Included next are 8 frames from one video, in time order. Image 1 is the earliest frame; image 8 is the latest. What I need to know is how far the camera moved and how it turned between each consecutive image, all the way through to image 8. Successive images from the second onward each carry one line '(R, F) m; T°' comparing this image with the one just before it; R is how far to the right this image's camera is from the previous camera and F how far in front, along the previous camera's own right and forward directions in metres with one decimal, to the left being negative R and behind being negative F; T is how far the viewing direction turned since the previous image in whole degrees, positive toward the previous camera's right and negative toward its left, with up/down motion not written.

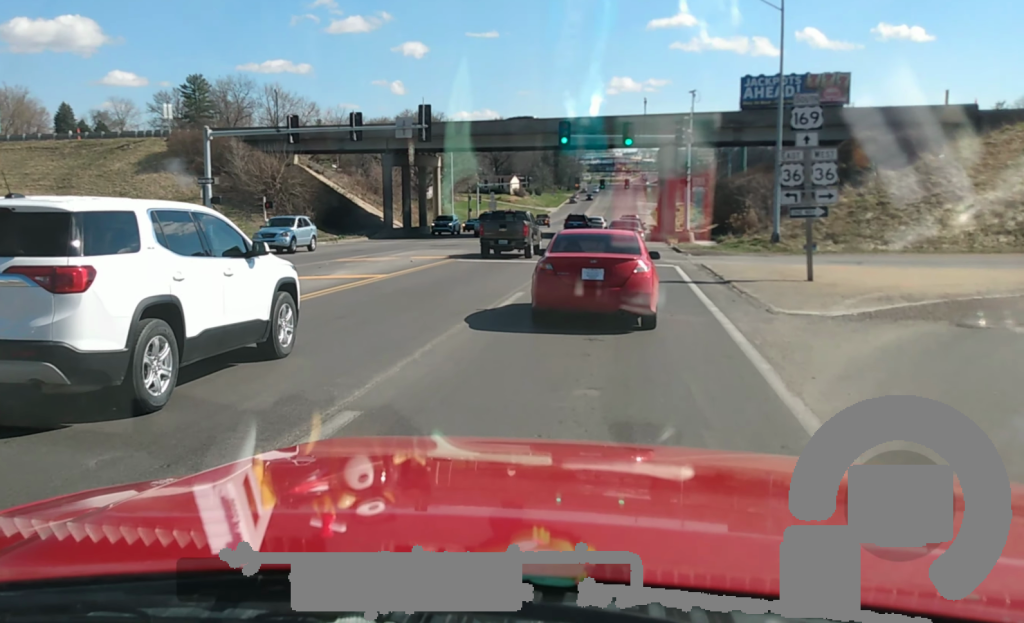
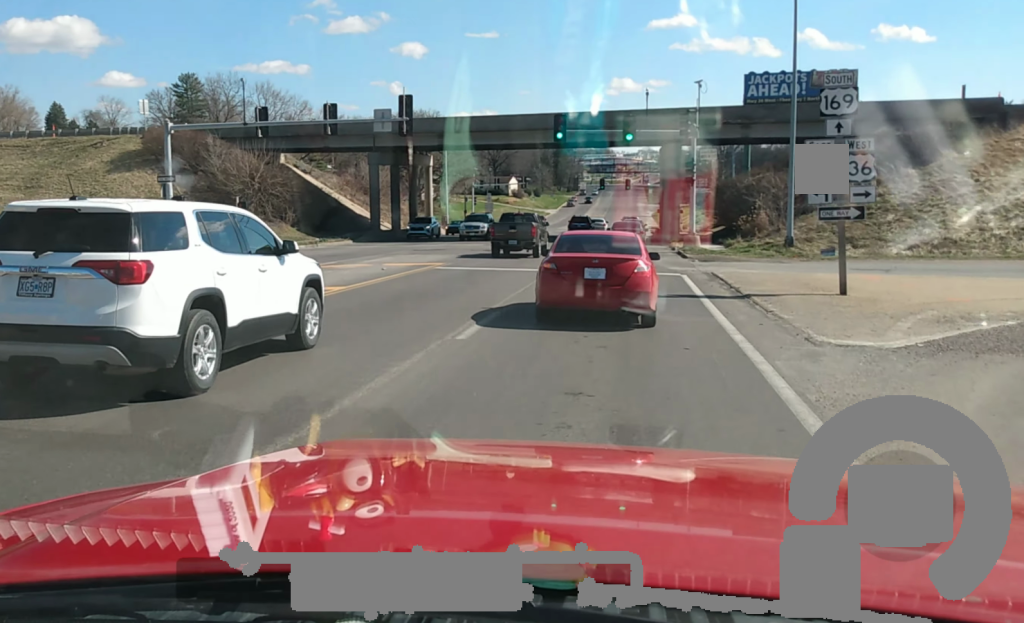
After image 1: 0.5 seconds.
(0.0, +3.4) m; 0°
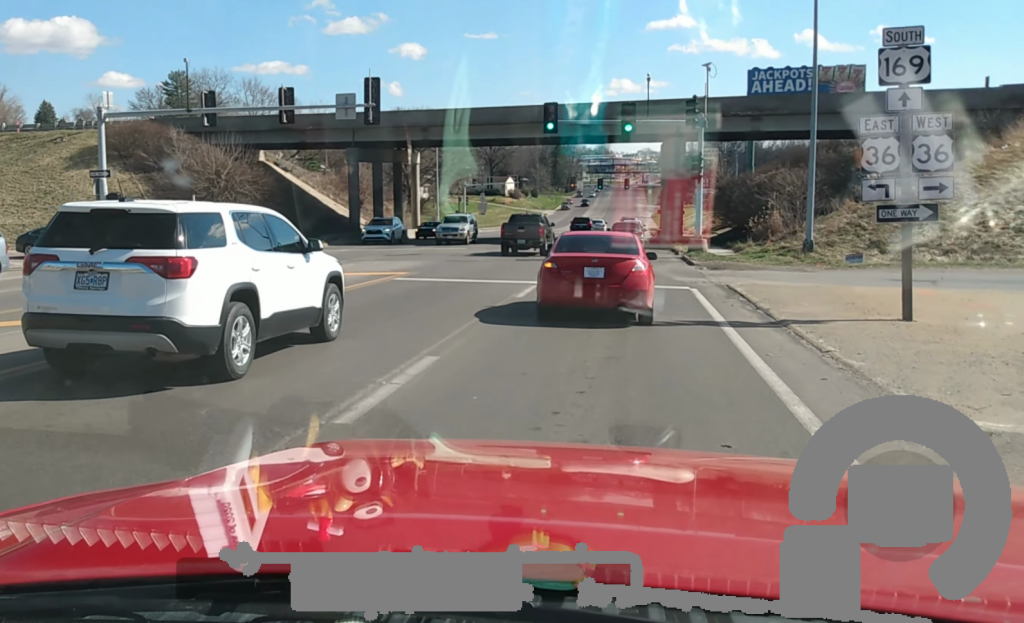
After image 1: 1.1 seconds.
(0.0, +5.2) m; 0°
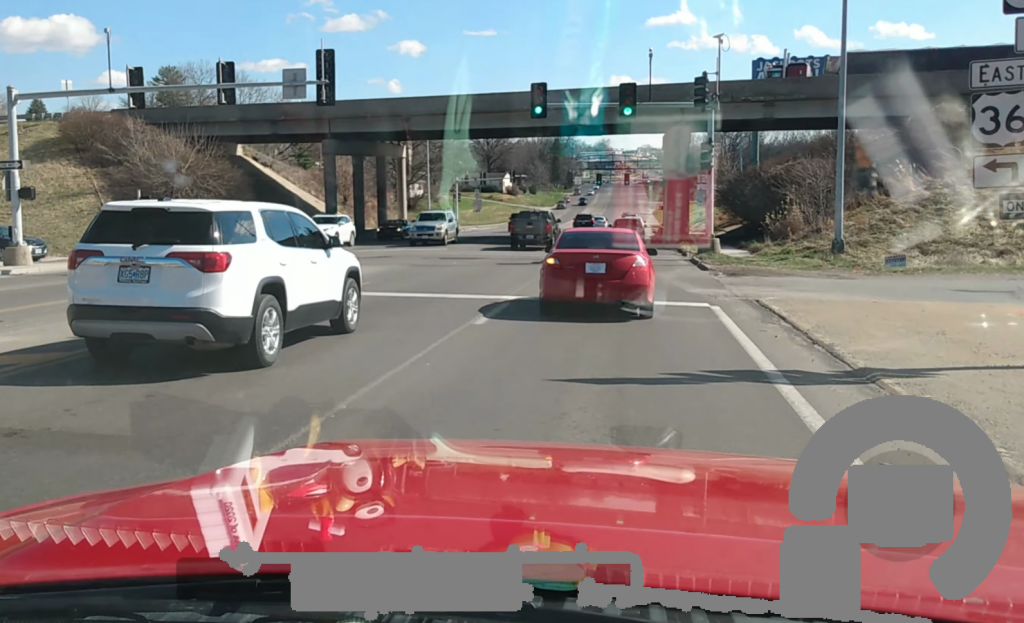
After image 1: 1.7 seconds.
(0.0, +5.2) m; 0°
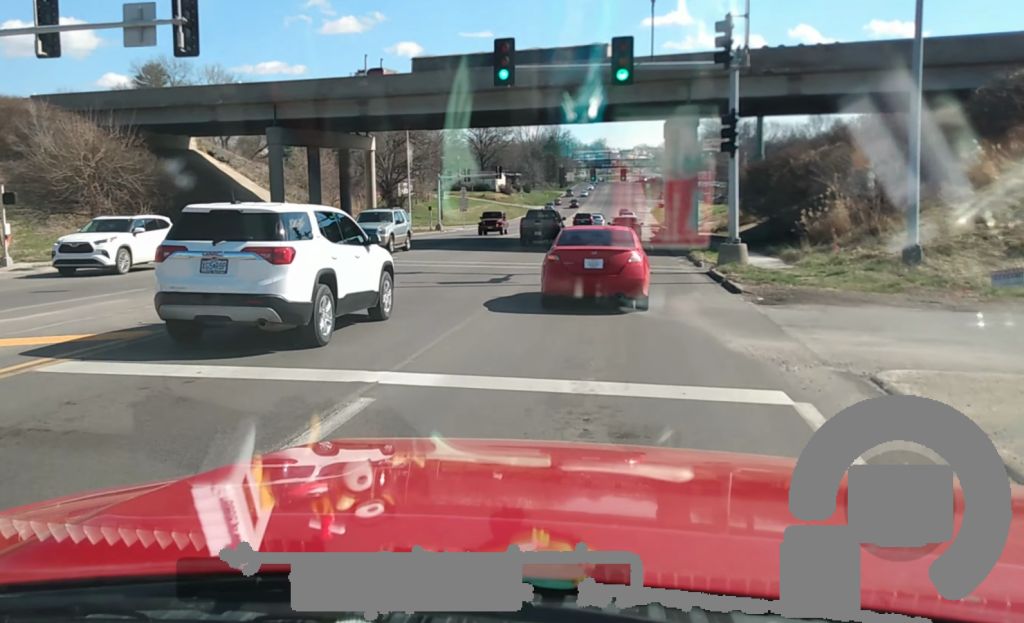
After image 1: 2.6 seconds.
(+0.1, +9.1) m; +1°
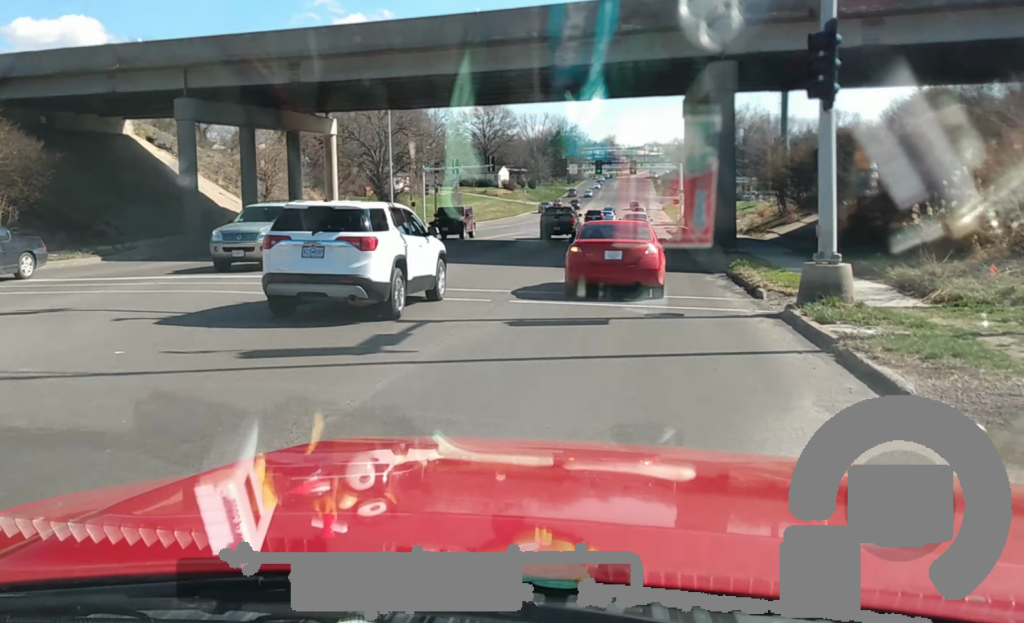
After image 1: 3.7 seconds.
(0.0, +11.8) m; 0°
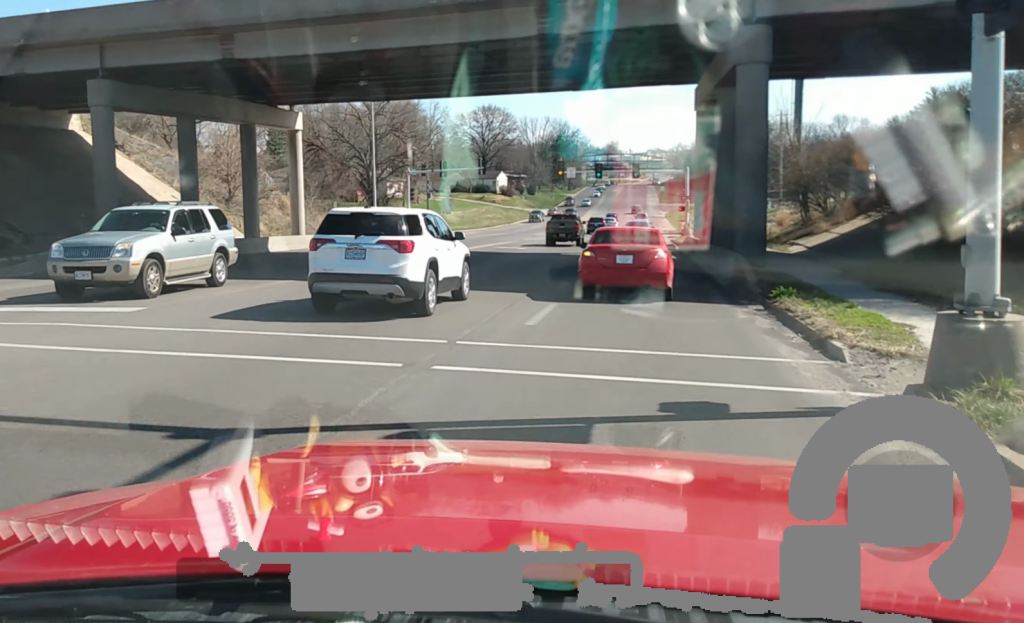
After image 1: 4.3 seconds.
(0.0, +6.6) m; 0°
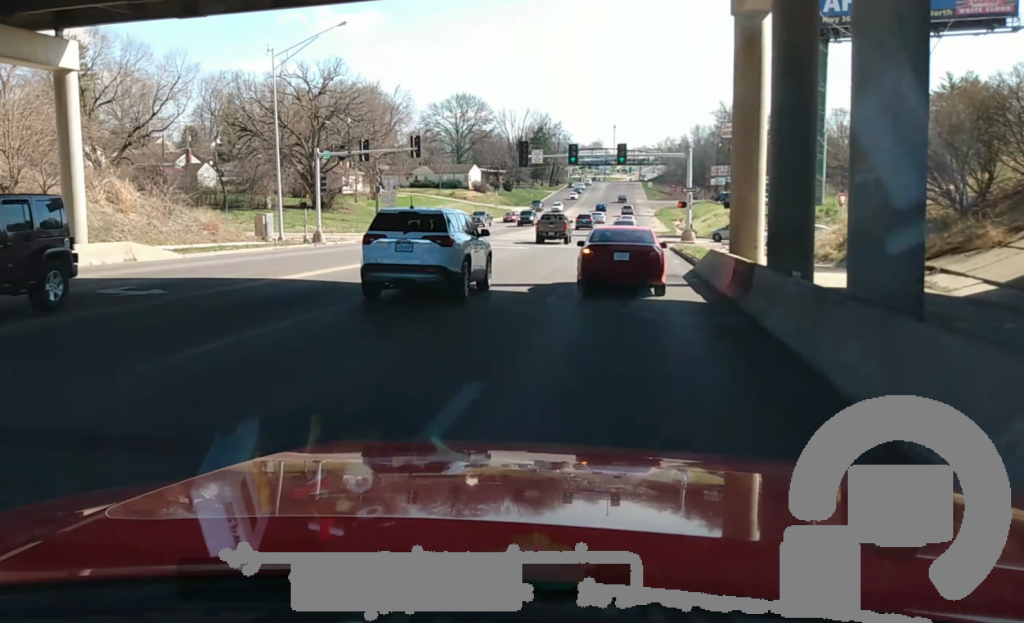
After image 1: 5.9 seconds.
(-0.2, +20.3) m; 0°
